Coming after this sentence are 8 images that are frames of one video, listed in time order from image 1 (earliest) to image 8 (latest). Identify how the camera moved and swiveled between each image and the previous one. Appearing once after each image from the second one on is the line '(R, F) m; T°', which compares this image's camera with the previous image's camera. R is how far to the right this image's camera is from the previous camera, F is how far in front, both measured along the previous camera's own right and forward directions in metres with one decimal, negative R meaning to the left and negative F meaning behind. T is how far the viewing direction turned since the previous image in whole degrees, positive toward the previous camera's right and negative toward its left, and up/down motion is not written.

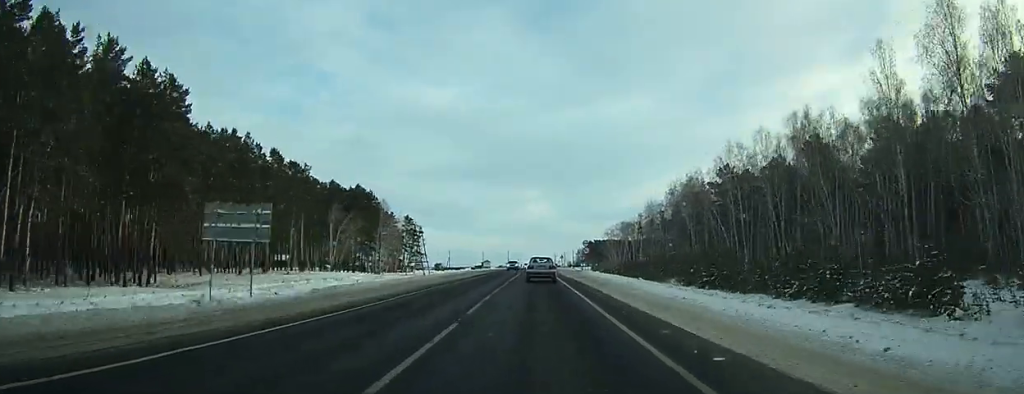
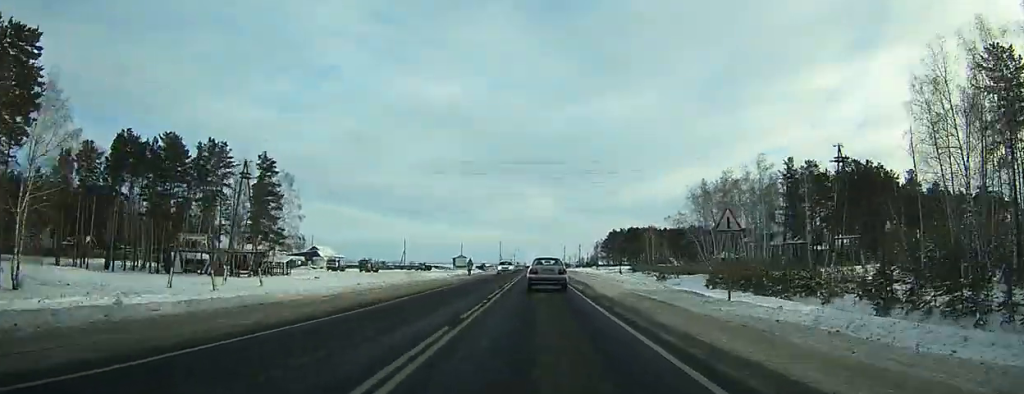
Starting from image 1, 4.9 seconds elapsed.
(-0.3, +89.1) m; 0°
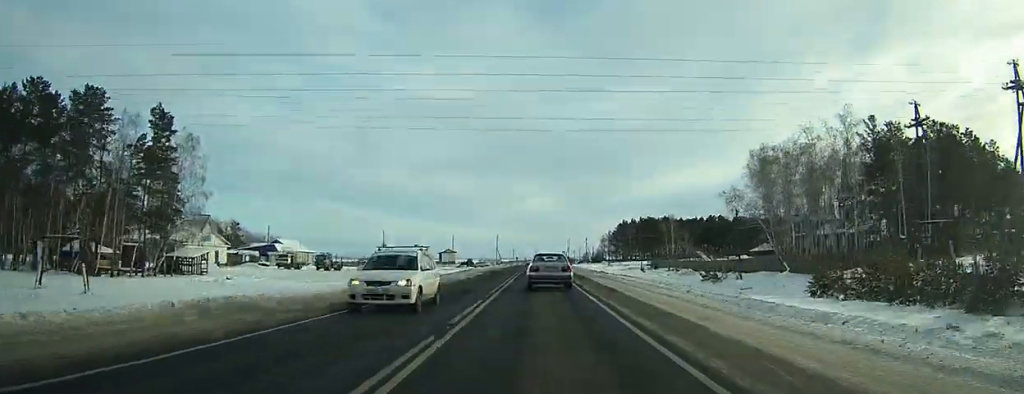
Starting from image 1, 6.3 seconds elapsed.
(0.0, +26.5) m; 0°
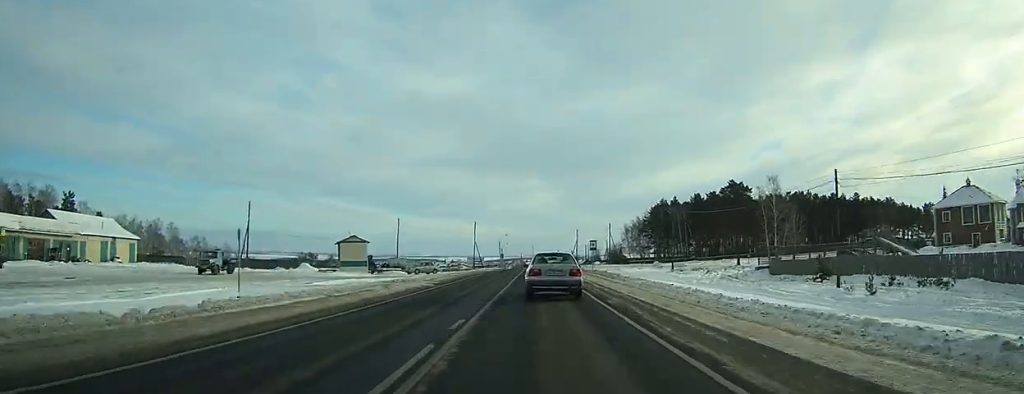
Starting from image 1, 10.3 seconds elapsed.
(+0.5, +79.5) m; +1°
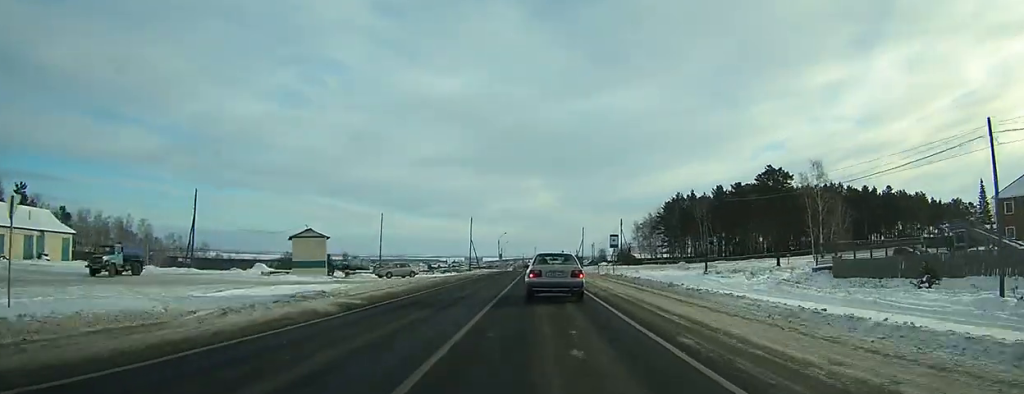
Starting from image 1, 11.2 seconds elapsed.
(0.0, +14.5) m; 0°
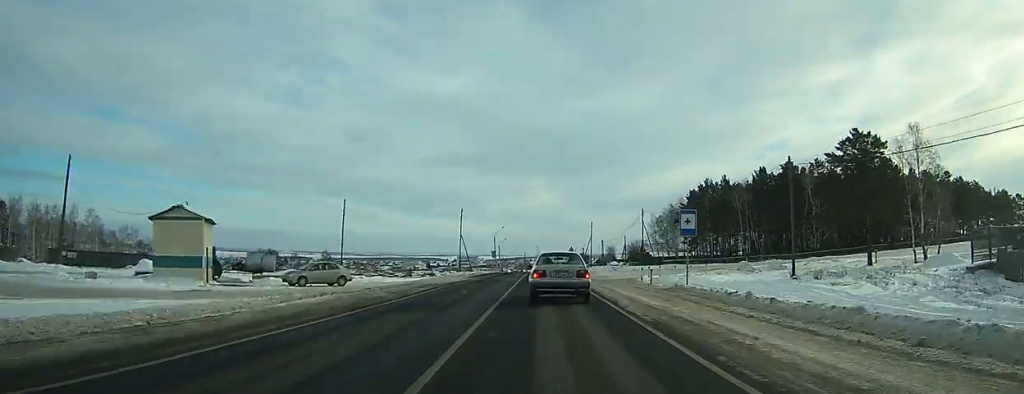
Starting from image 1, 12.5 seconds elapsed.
(0.0, +21.4) m; 0°
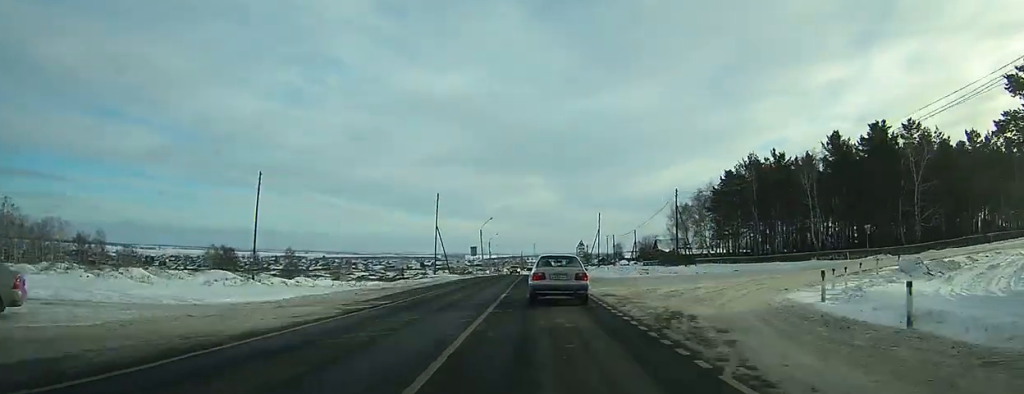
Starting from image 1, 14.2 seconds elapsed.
(-0.1, +23.6) m; 0°
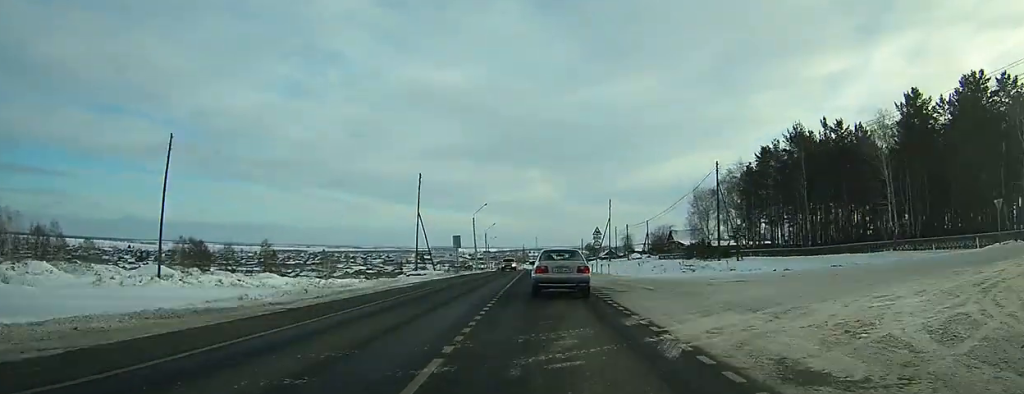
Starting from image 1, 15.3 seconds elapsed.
(0.0, +14.9) m; 0°
